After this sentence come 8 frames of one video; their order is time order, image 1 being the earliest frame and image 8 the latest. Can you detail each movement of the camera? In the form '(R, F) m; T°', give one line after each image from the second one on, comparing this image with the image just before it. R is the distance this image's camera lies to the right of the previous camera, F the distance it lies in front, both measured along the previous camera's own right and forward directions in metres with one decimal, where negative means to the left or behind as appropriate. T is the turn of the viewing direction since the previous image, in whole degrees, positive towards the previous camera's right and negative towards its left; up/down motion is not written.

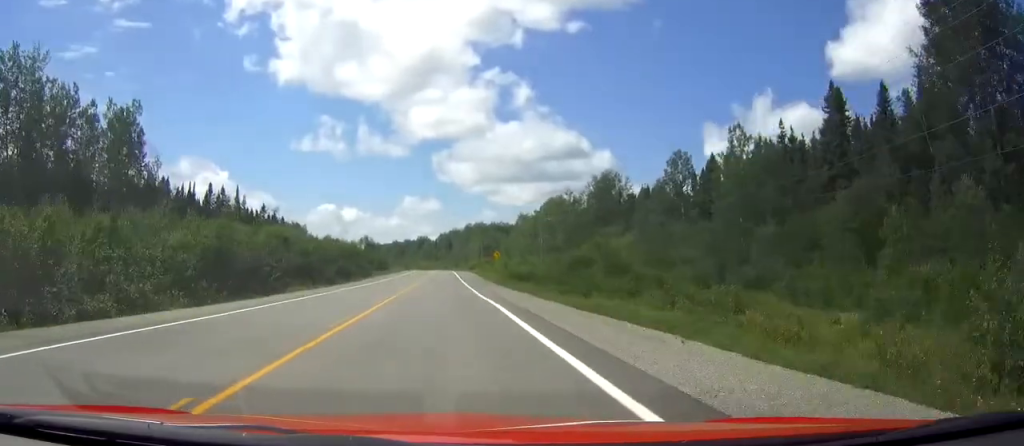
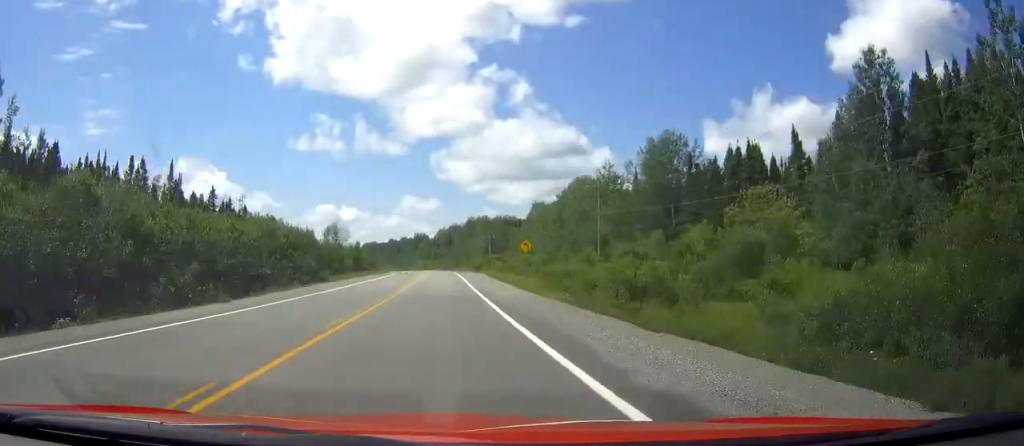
(0.0, +35.2) m; 0°
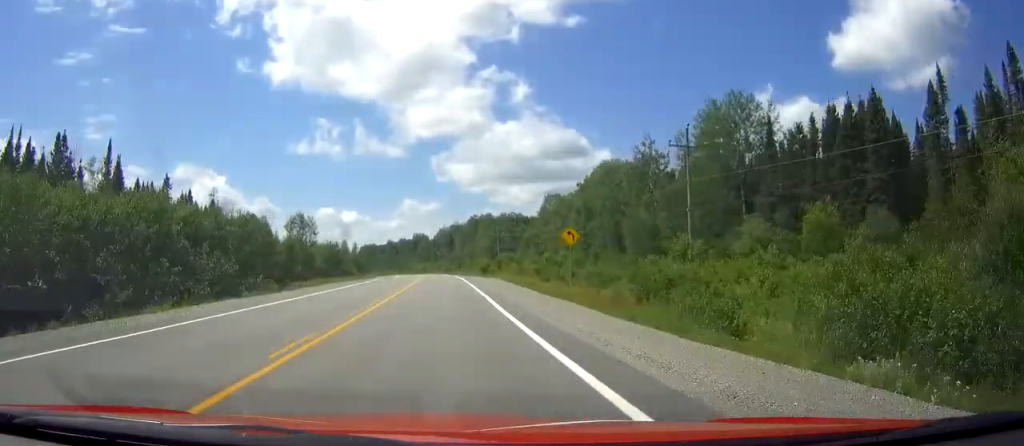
(+0.1, +21.9) m; 0°
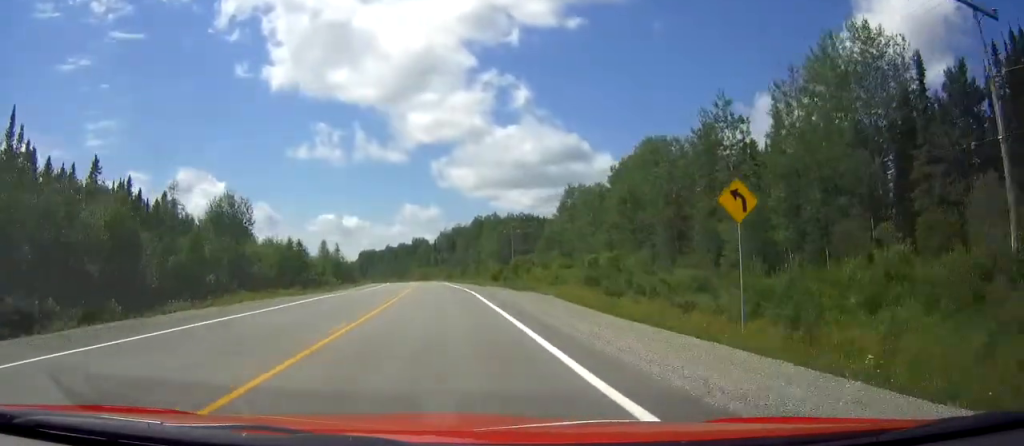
(0.0, +23.9) m; 0°
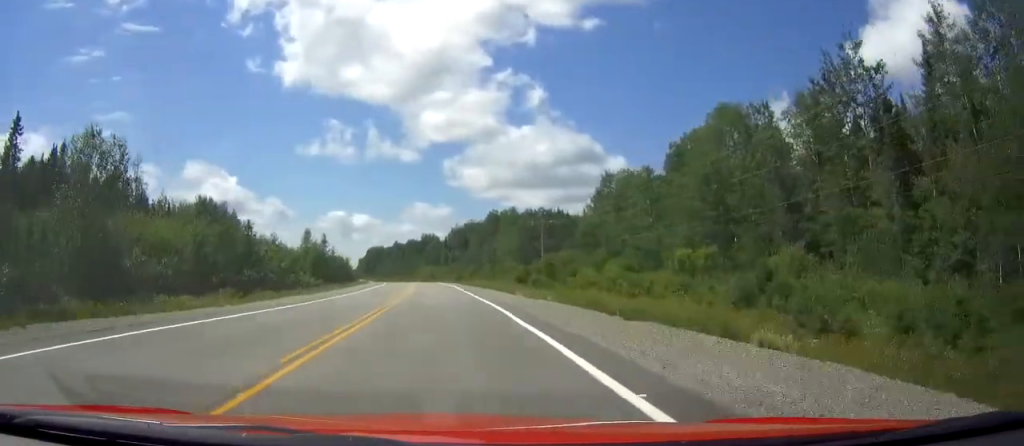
(0.0, +20.8) m; -1°
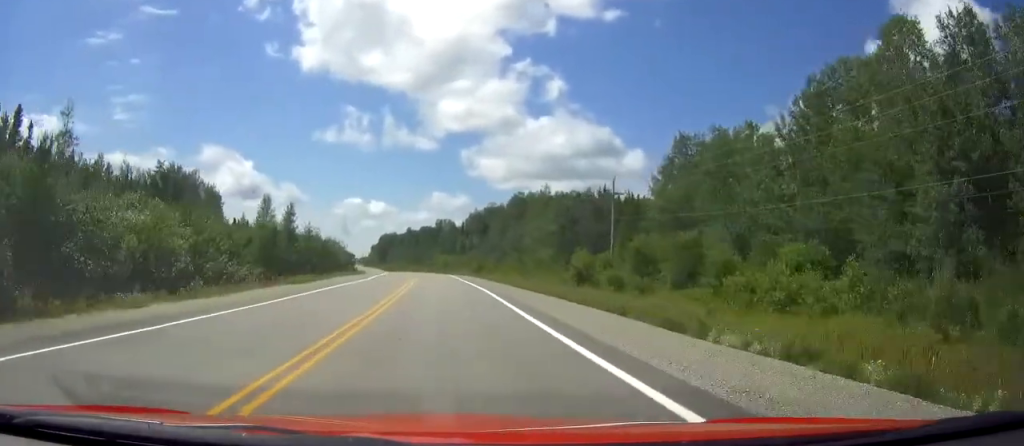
(-0.2, +27.7) m; -1°
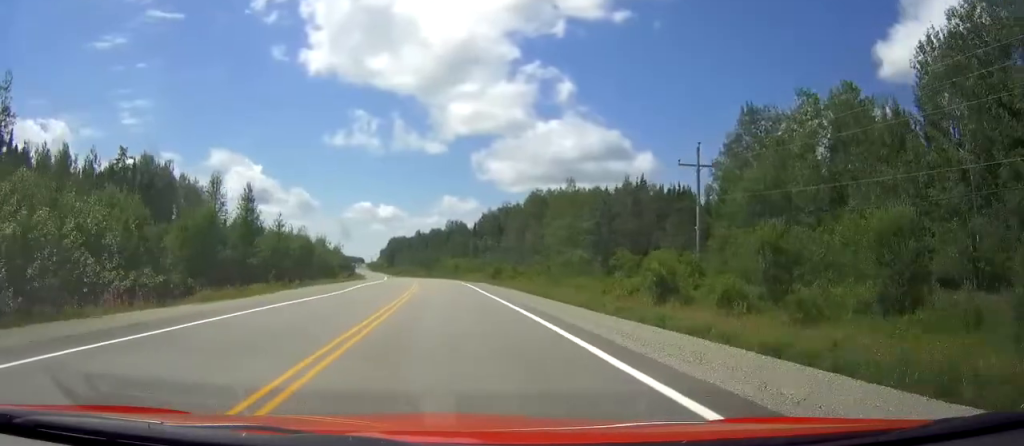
(-0.1, +16.8) m; -1°
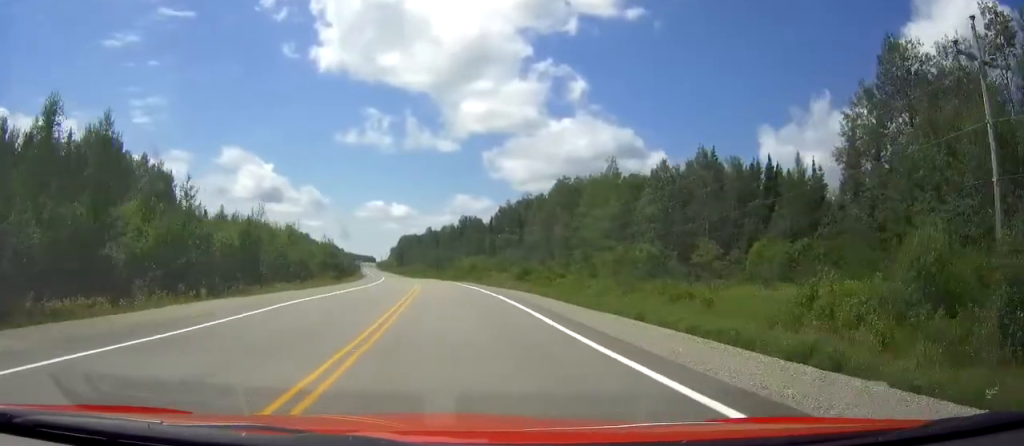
(-0.2, +22.7) m; -1°
